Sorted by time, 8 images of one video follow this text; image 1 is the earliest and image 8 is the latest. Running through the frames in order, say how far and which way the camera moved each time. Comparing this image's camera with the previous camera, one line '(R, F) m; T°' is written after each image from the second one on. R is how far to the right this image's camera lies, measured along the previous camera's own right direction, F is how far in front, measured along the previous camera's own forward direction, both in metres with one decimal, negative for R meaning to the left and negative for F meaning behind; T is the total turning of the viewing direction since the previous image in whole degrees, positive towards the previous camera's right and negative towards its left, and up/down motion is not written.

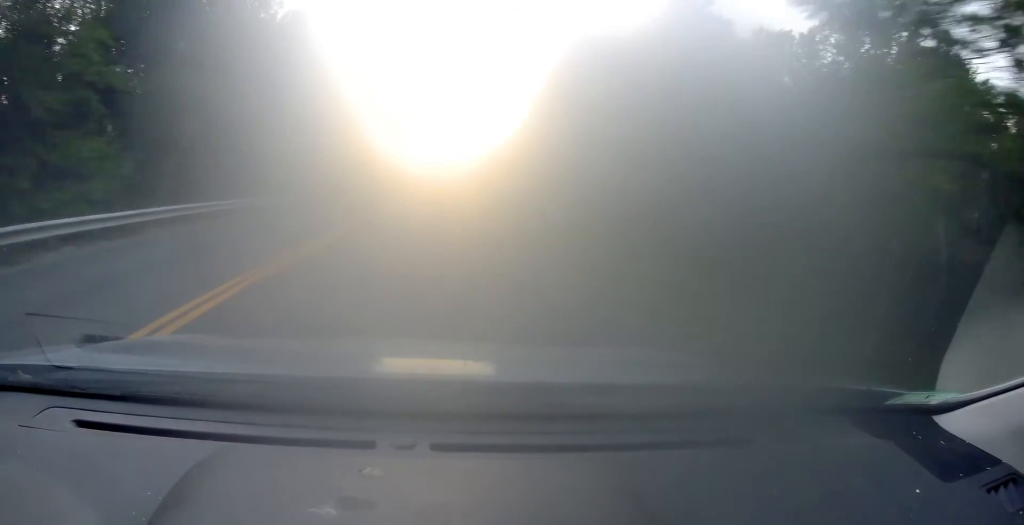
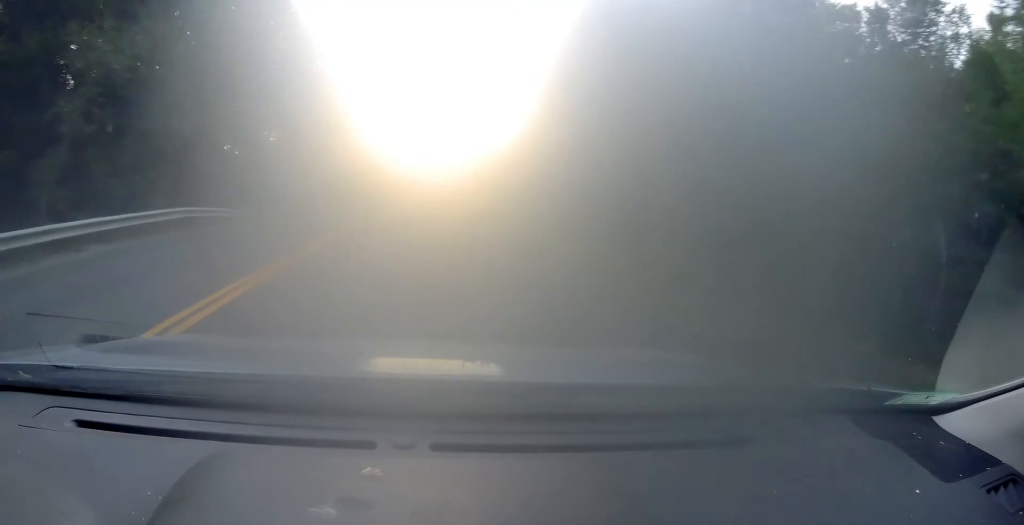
(+0.1, +10.6) m; +1°
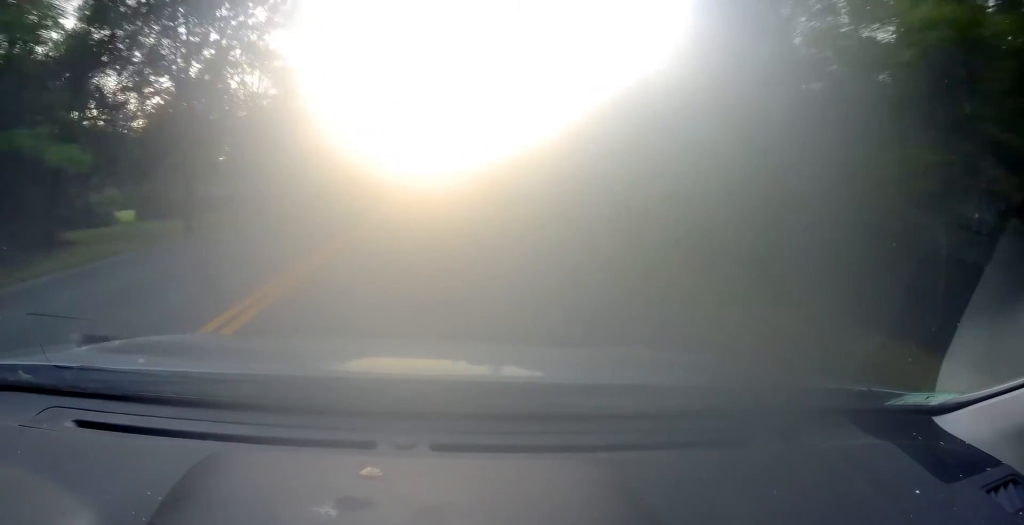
(+1.4, +33.9) m; +4°
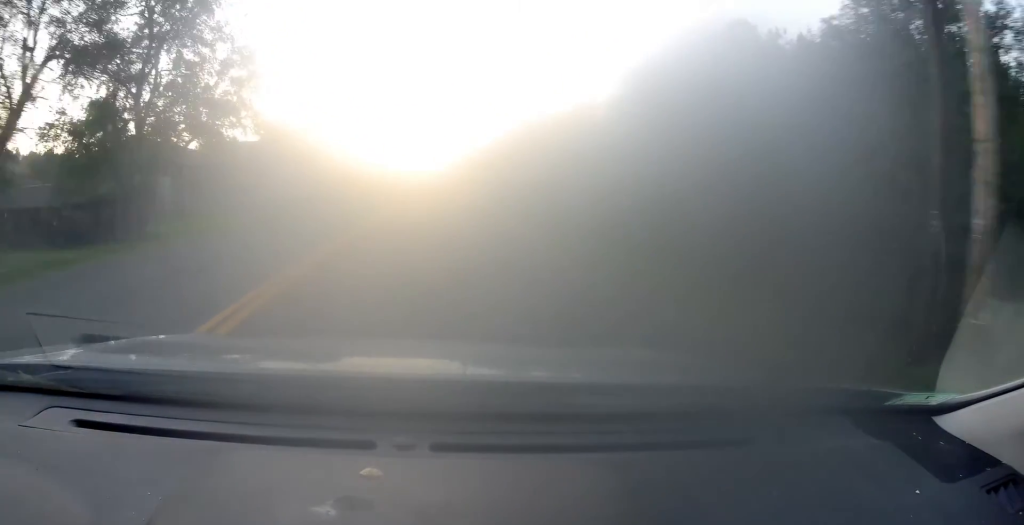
(+0.5, +35.4) m; 0°
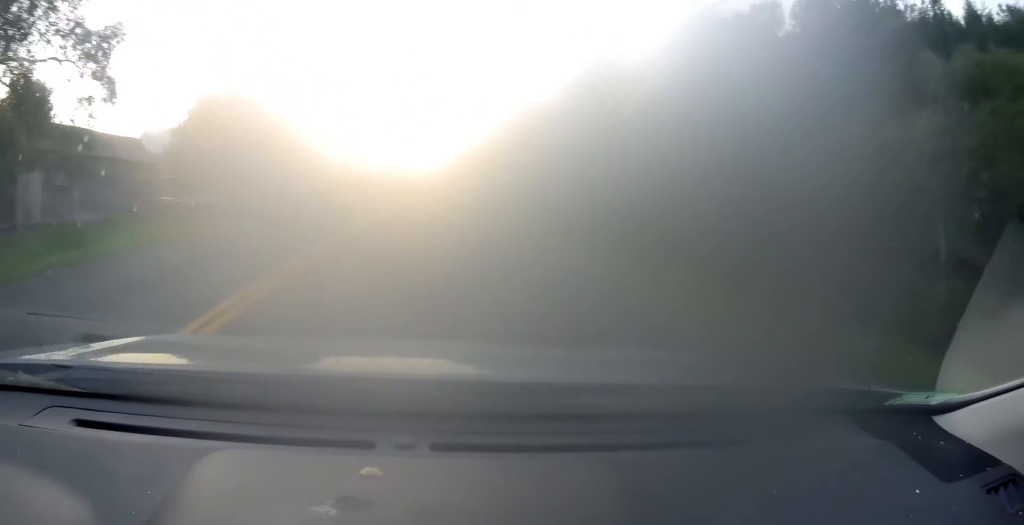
(0.0, +18.8) m; 0°
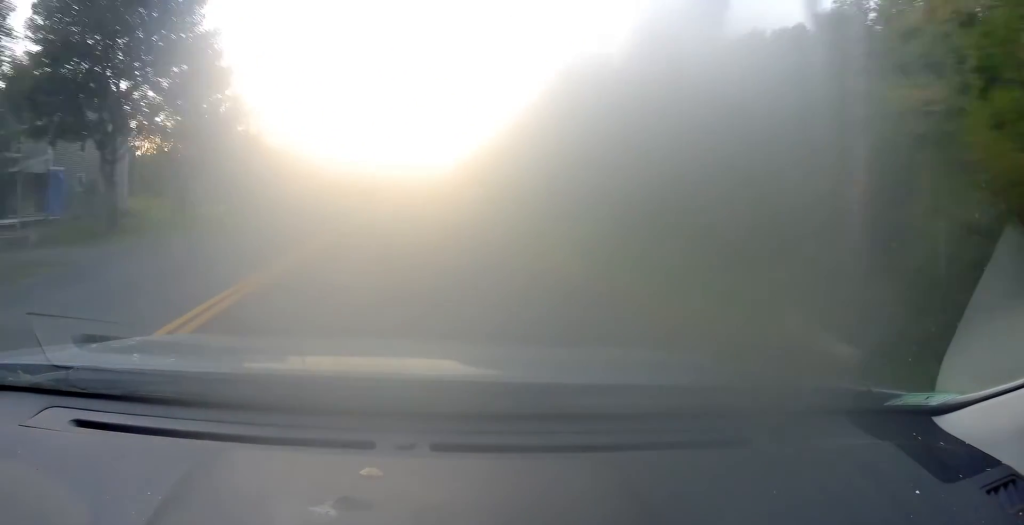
(0.0, +29.8) m; +1°
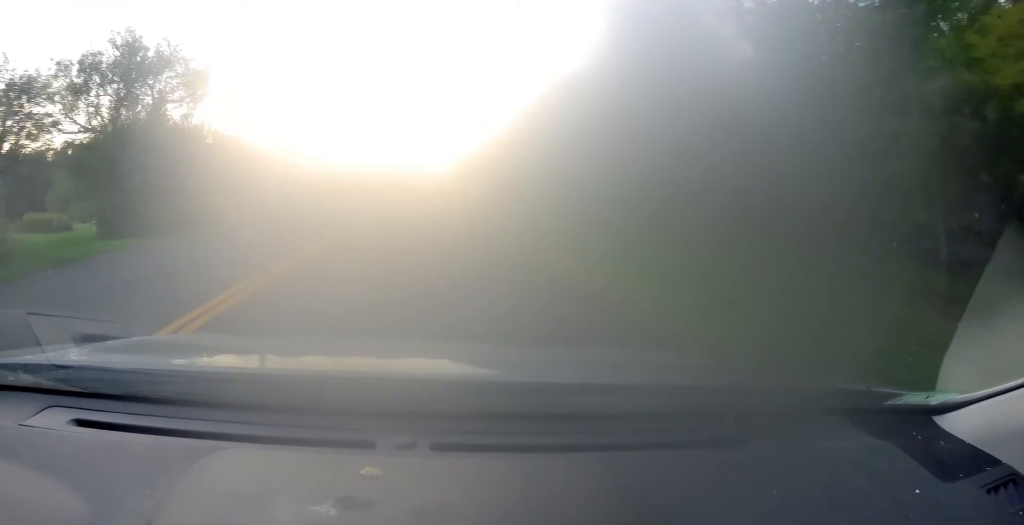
(+0.4, +17.7) m; 0°
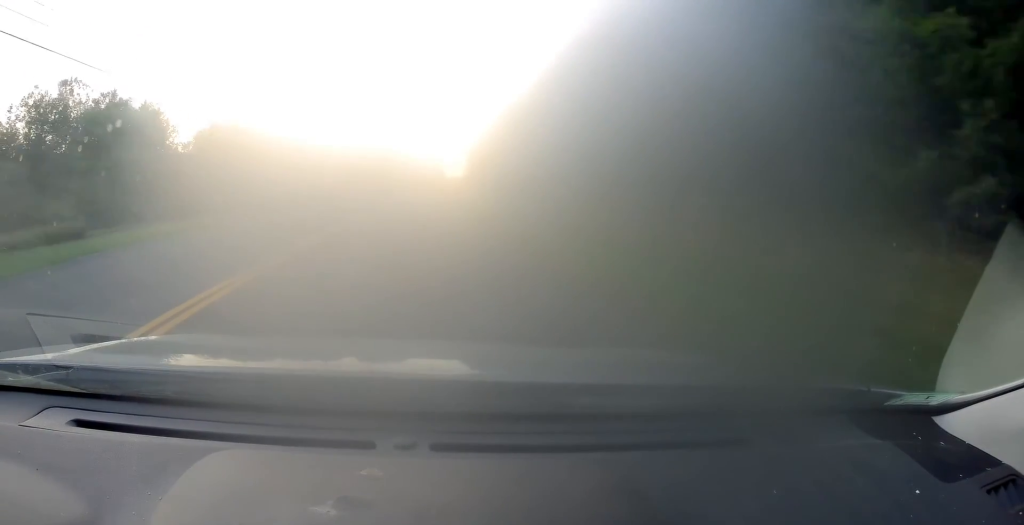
(-0.4, +45.1) m; 0°
